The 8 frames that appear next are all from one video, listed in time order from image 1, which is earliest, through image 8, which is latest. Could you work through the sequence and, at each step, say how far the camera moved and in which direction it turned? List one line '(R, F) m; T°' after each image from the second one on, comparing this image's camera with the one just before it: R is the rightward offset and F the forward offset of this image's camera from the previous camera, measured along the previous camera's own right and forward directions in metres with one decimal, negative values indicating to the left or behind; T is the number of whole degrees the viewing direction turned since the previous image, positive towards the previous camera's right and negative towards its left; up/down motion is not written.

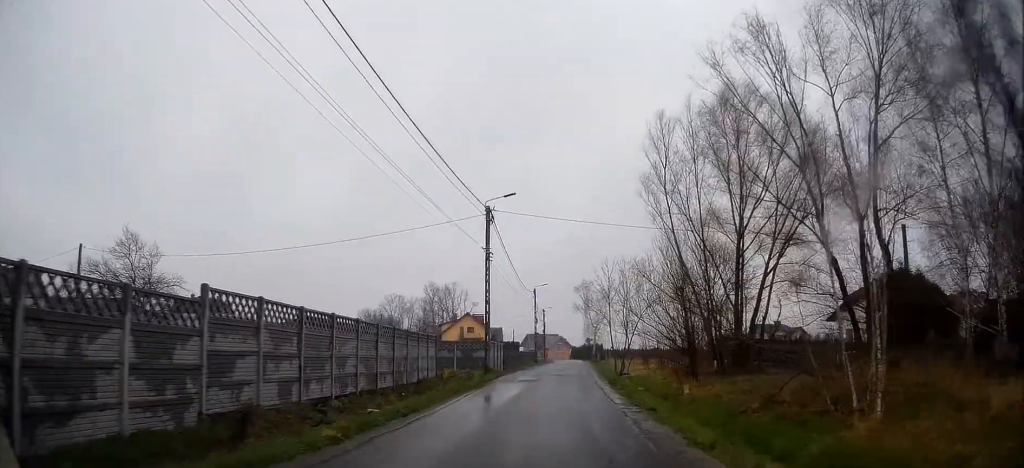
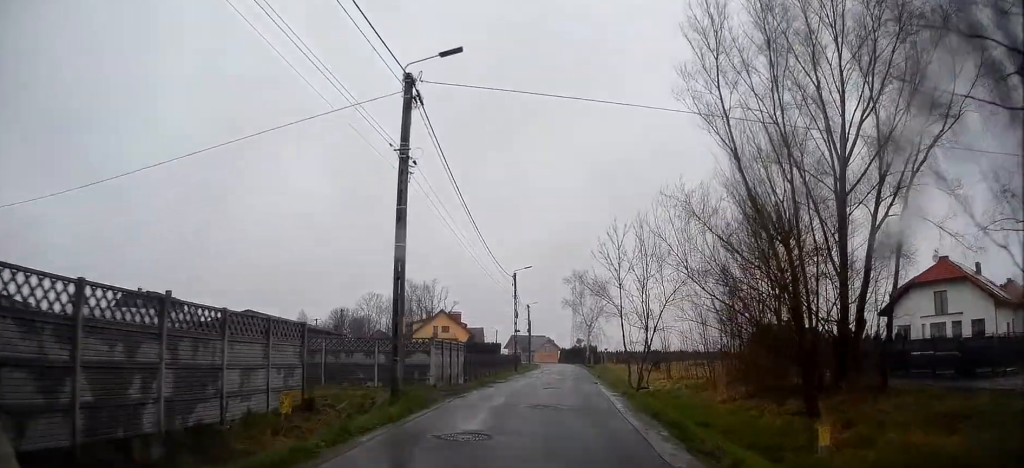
(+0.1, +14.9) m; +2°
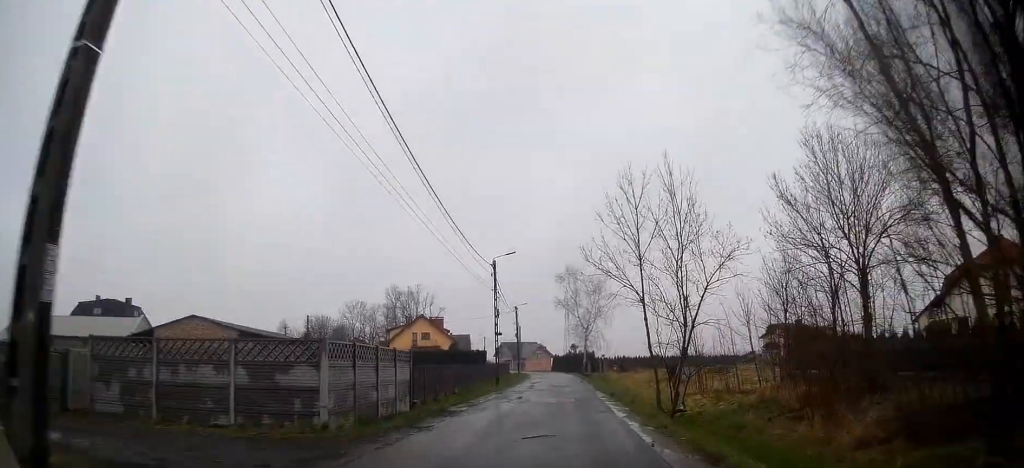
(+0.3, +10.4) m; +1°
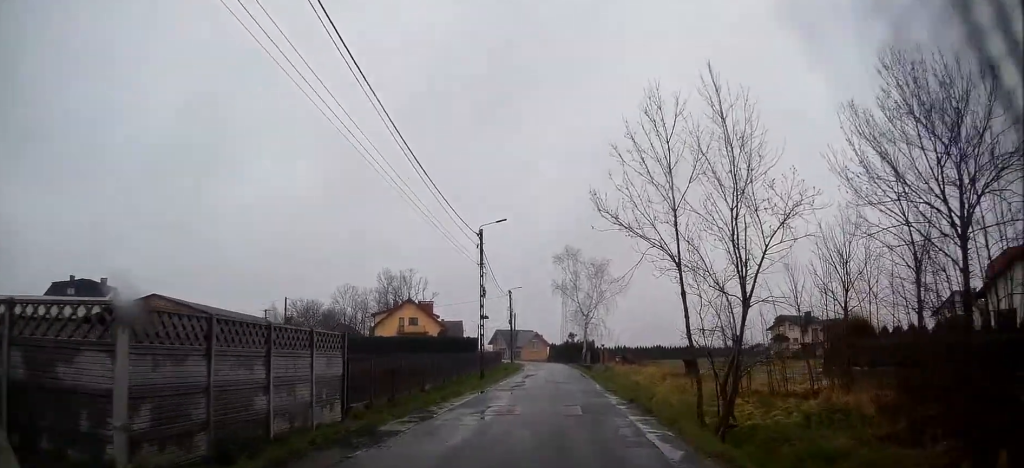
(-0.1, +6.3) m; -1°
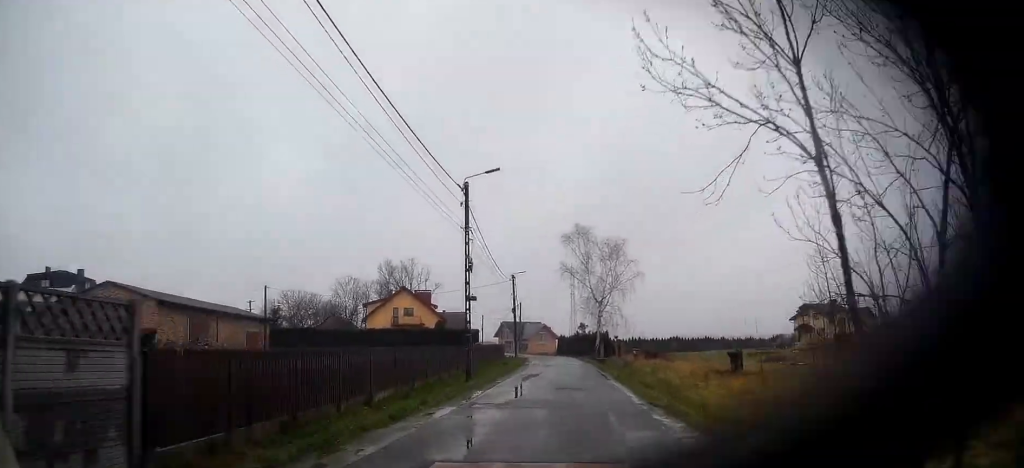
(-0.1, +7.7) m; -1°
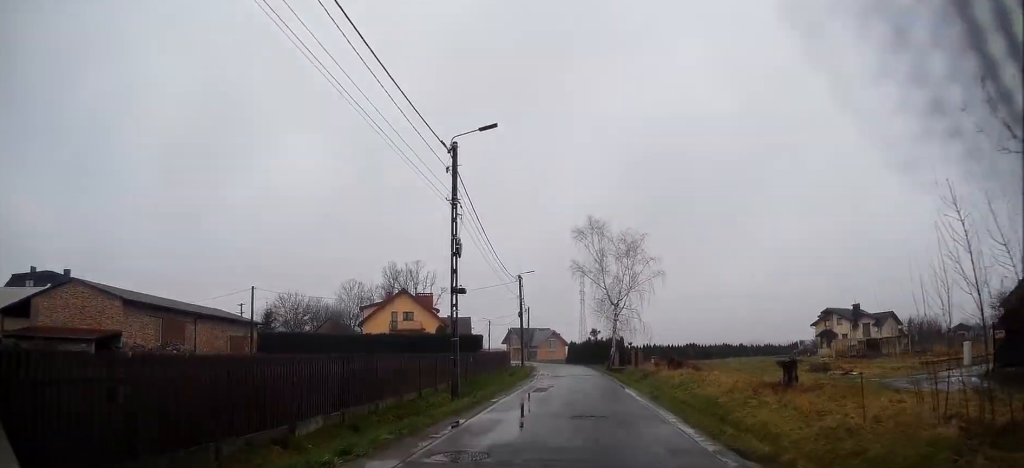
(-0.1, +5.7) m; 0°
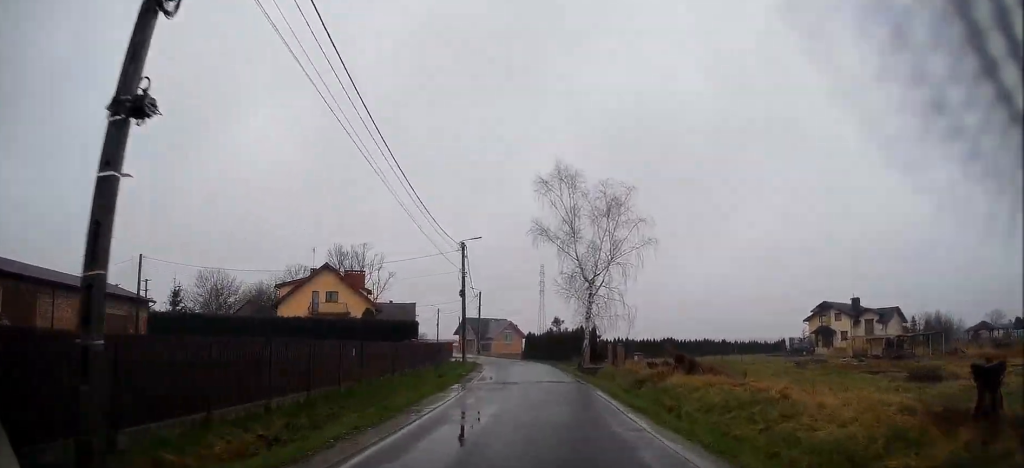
(+0.3, +14.4) m; +3°
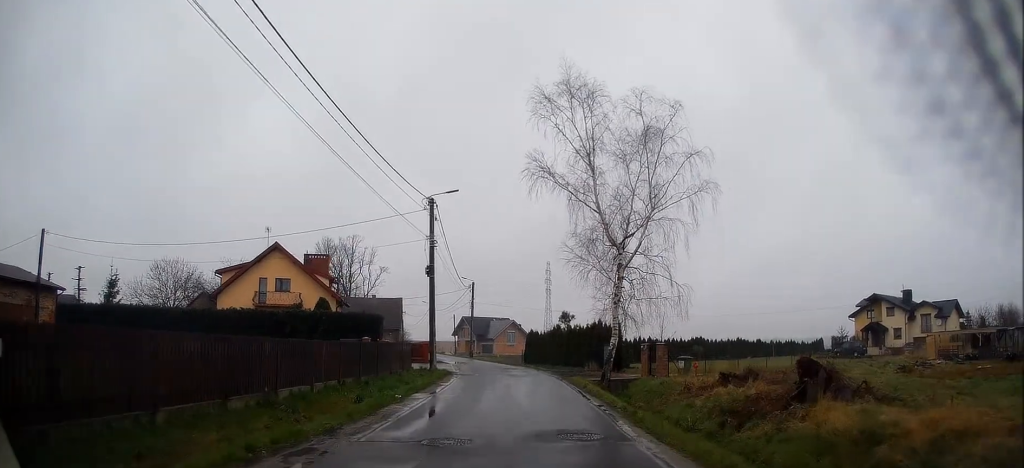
(+0.3, +14.0) m; +1°
